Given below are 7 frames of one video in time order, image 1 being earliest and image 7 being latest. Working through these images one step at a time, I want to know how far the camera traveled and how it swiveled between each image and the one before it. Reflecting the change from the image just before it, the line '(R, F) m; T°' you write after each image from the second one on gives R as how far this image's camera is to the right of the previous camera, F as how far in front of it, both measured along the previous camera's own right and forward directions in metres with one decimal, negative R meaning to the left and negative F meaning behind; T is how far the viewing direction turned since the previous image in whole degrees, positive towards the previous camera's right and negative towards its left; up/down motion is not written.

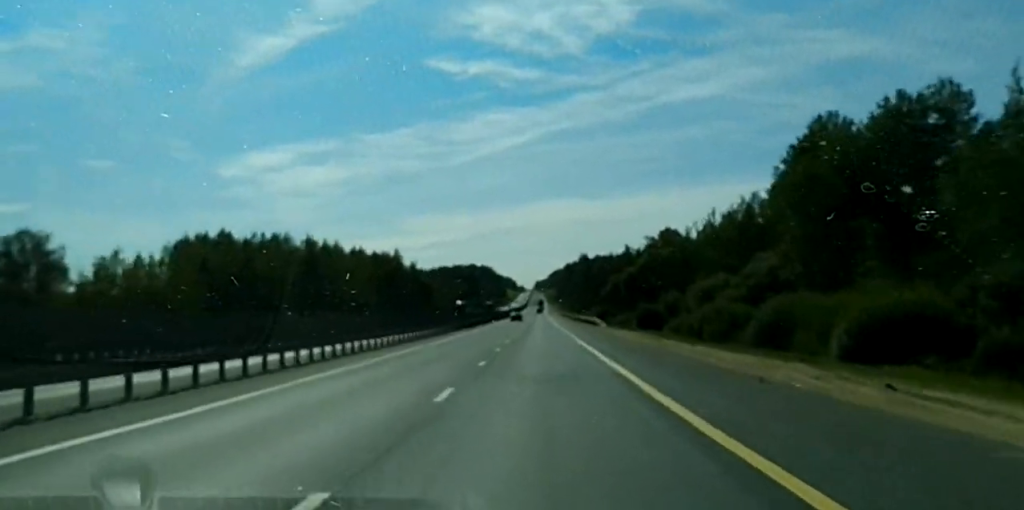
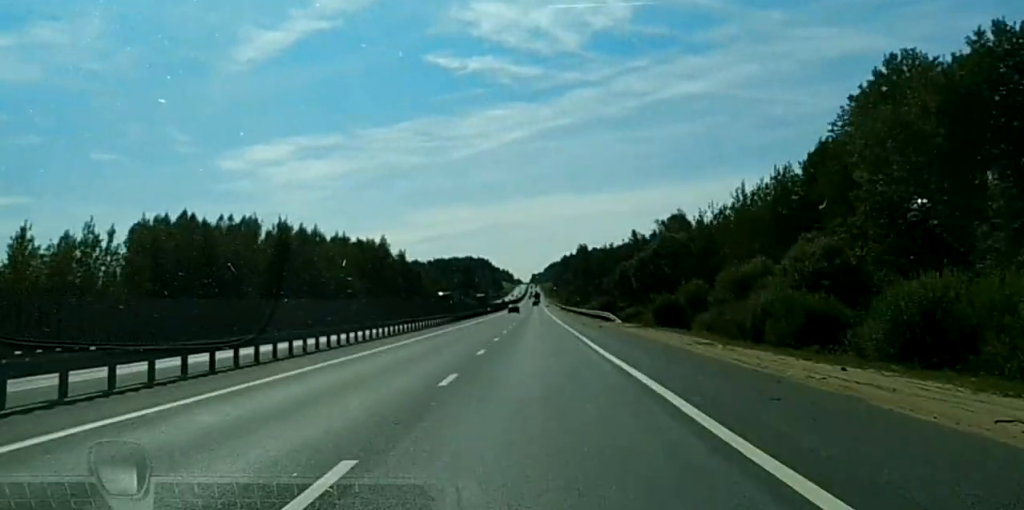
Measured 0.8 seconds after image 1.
(0.0, +22.0) m; 0°
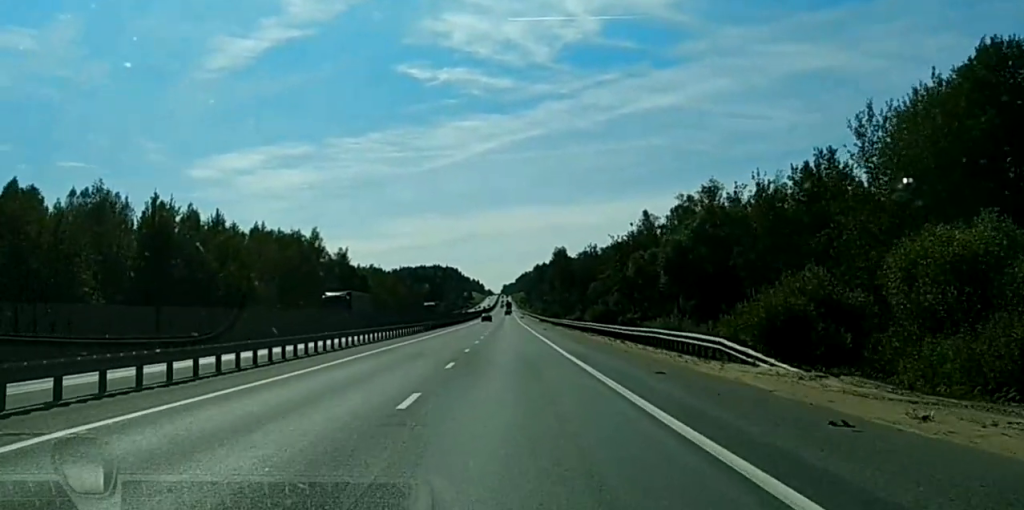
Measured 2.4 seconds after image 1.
(+0.1, +49.0) m; 0°
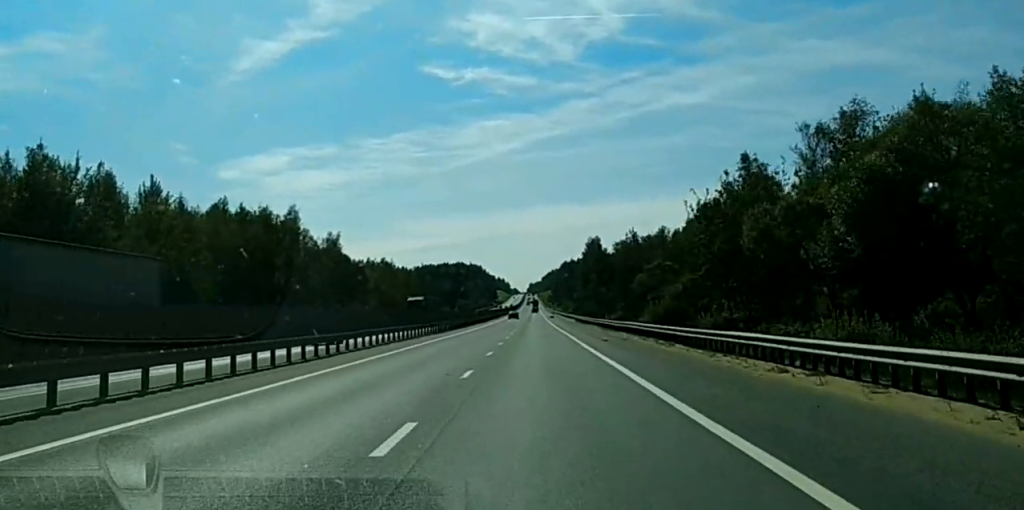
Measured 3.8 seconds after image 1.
(0.0, +40.3) m; 0°
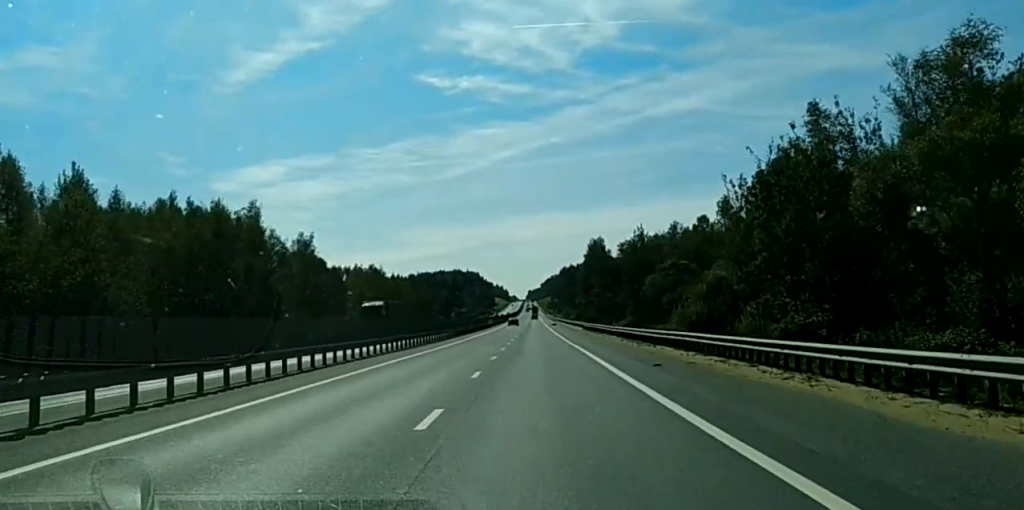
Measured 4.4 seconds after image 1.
(0.0, +19.1) m; 0°
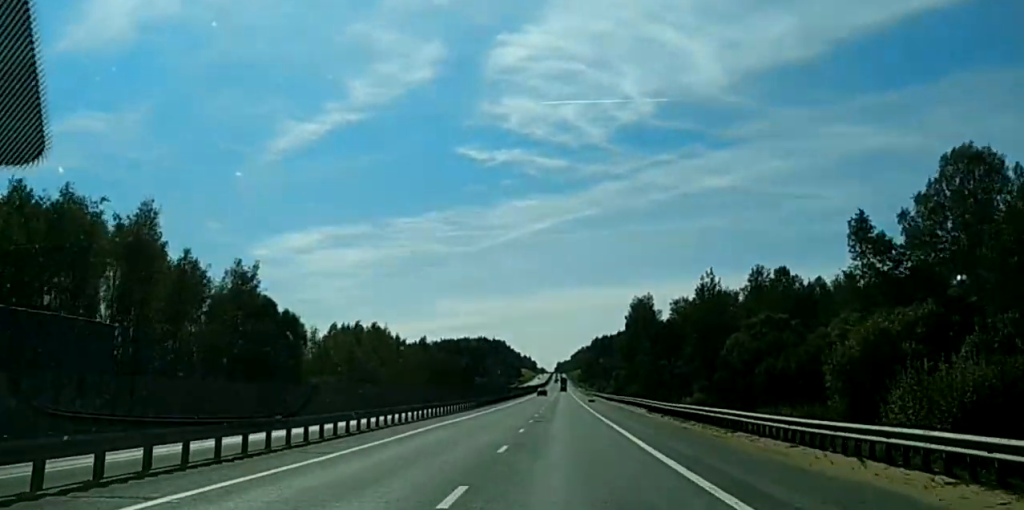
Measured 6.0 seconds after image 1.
(0.0, +46.7) m; 0°
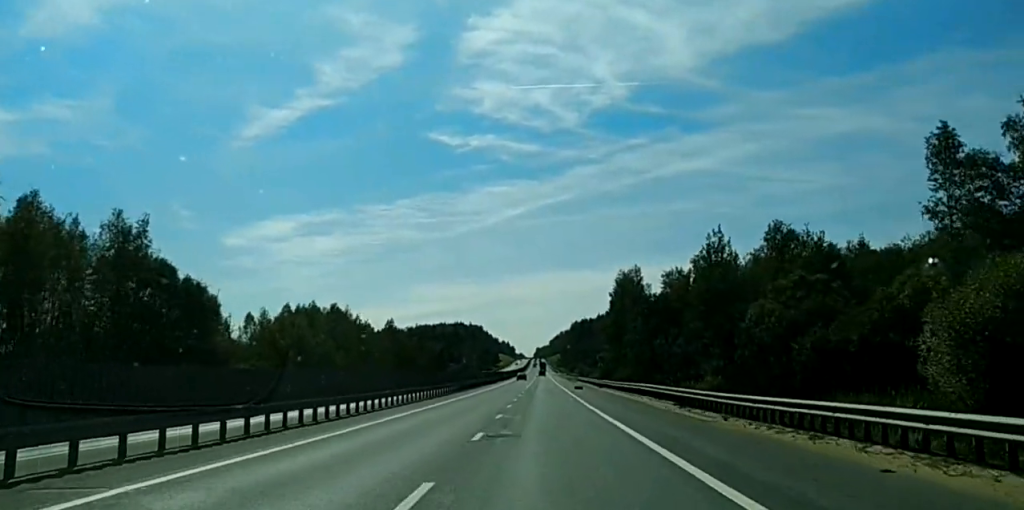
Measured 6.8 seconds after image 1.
(+0.2, +24.4) m; 0°
